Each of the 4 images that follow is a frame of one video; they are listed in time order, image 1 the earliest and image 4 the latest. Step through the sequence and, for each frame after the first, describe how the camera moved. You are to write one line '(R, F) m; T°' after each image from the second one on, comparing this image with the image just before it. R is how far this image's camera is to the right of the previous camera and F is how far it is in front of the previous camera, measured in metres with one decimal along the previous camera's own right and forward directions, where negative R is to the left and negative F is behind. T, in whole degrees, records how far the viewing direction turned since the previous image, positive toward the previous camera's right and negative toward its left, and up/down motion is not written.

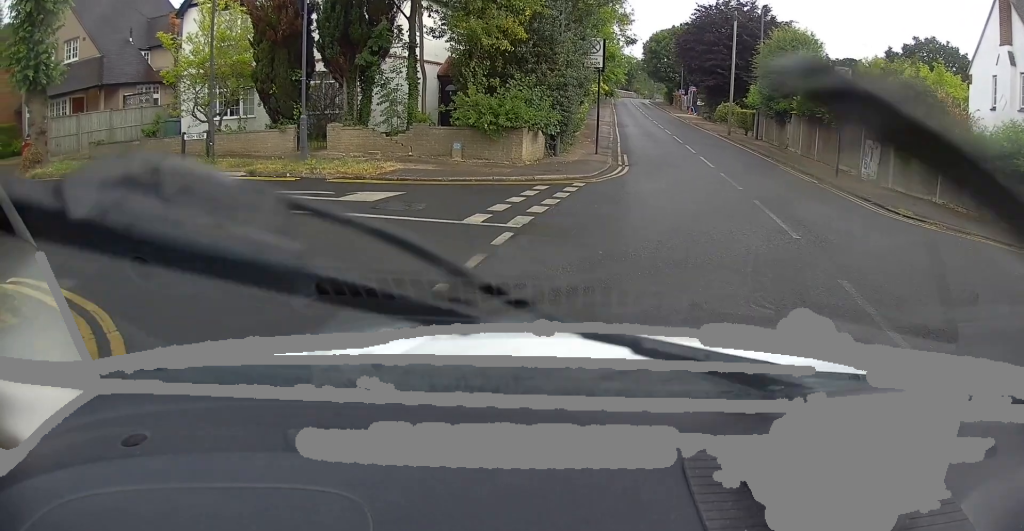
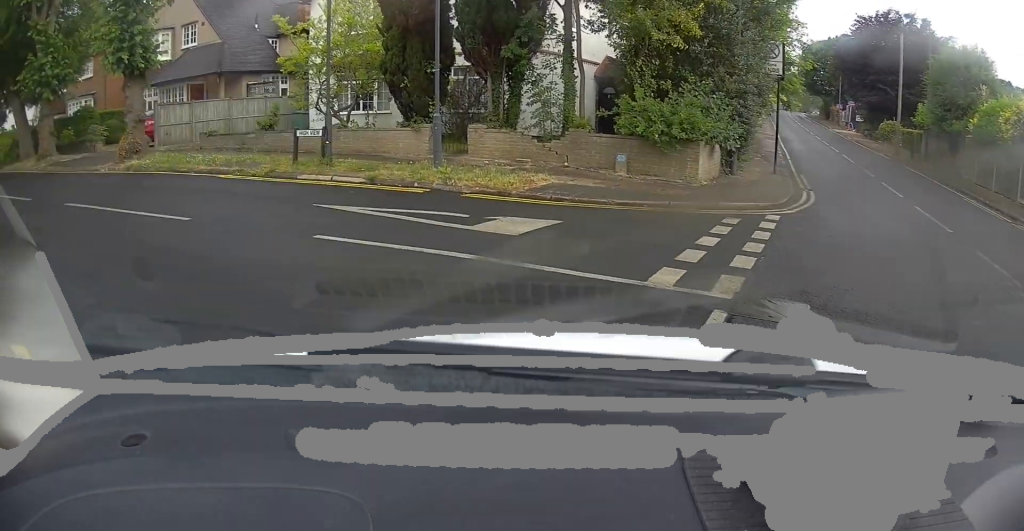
(-0.2, +2.3) m; -15°
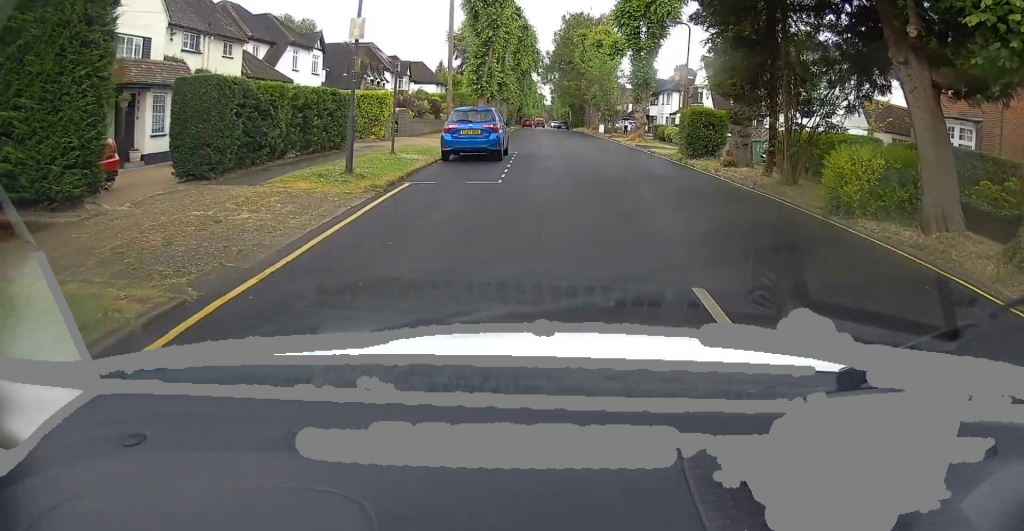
(-13.5, +12.0) m; -55°
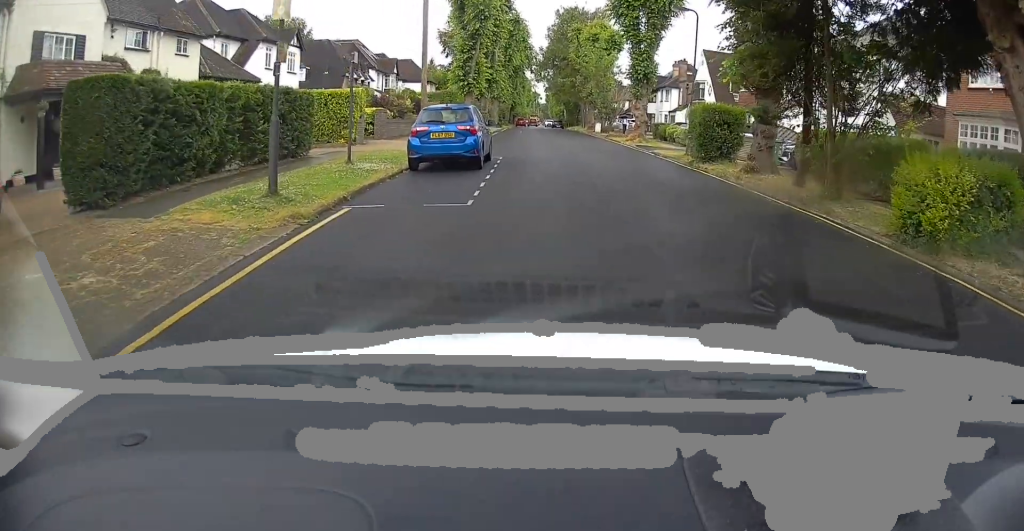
(+0.2, +3.2) m; +1°
